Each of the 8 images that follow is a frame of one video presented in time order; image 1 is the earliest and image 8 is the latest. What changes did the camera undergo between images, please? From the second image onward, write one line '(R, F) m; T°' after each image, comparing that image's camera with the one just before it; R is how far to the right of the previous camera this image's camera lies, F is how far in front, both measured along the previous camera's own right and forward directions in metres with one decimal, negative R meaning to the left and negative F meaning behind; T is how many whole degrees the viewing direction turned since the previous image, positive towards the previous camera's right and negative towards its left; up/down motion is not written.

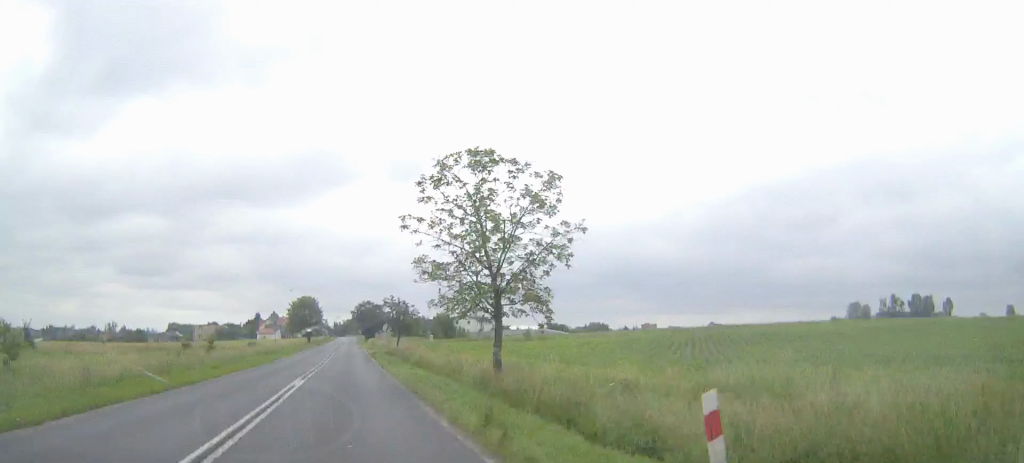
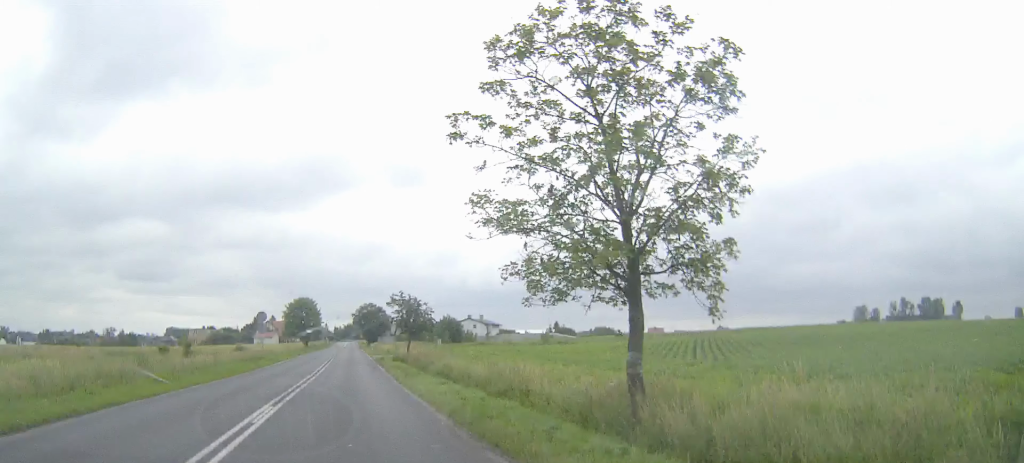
(0.0, +10.2) m; 0°
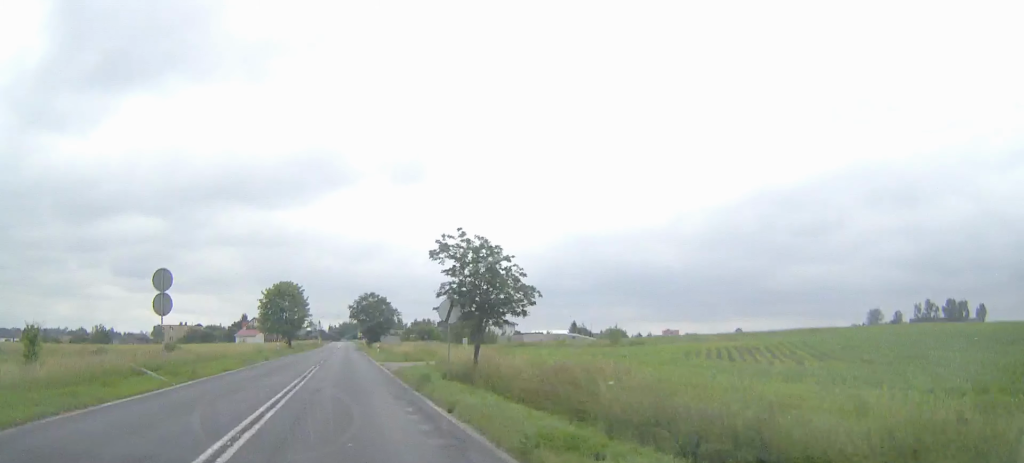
(-0.1, +29.0) m; 0°
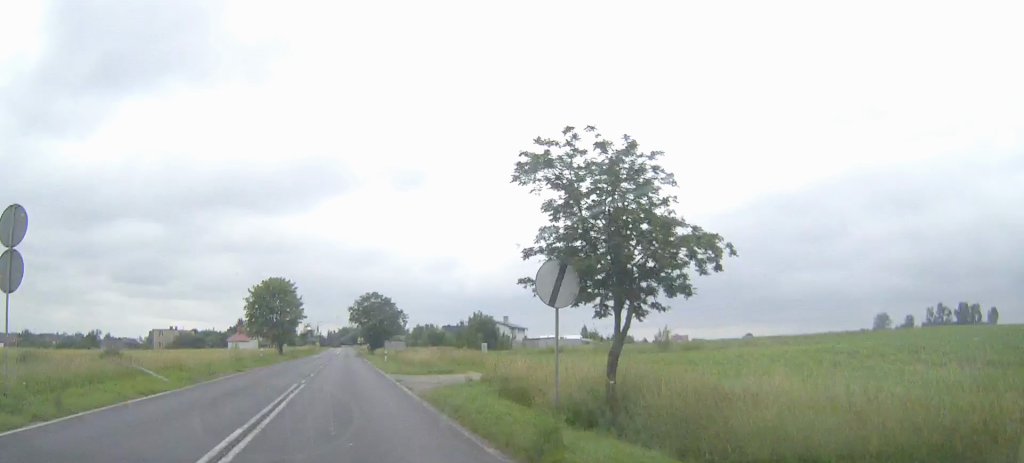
(+0.1, +12.4) m; 0°
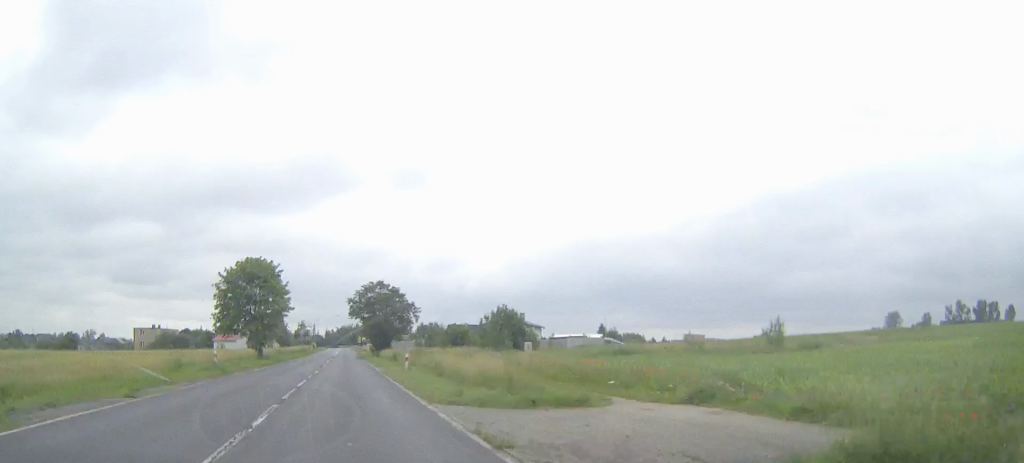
(0.0, +19.2) m; 0°
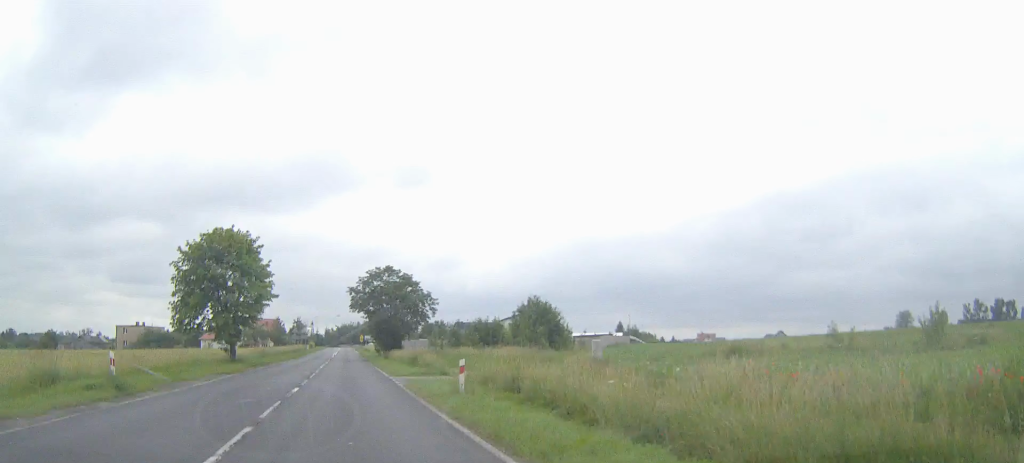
(0.0, +16.0) m; 0°
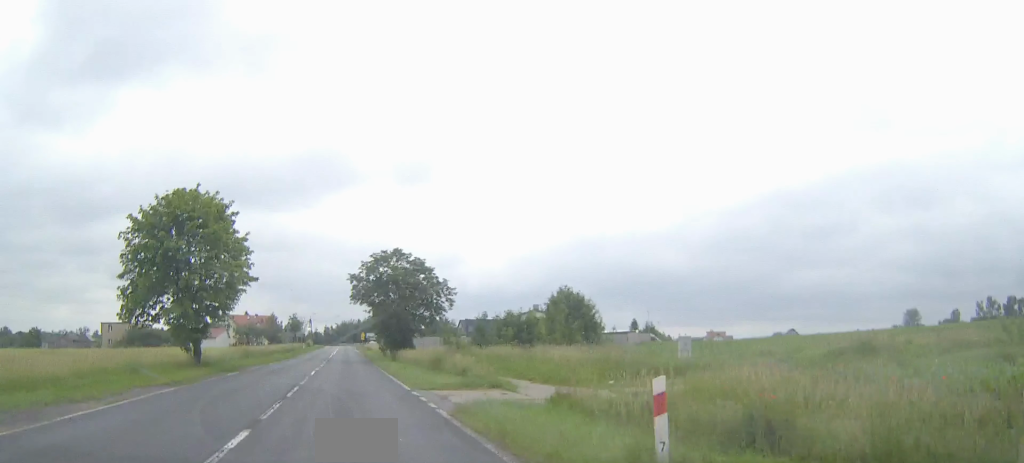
(0.0, +11.4) m; 0°
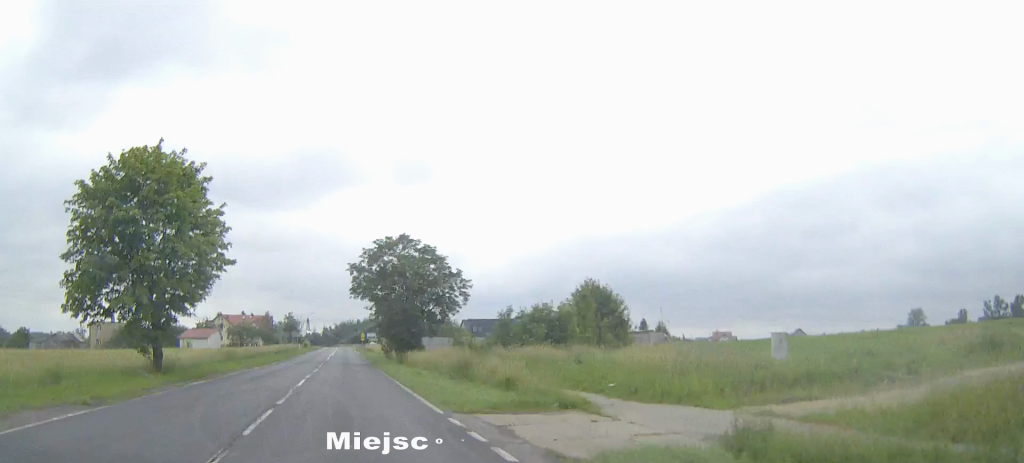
(0.0, +8.0) m; 0°
